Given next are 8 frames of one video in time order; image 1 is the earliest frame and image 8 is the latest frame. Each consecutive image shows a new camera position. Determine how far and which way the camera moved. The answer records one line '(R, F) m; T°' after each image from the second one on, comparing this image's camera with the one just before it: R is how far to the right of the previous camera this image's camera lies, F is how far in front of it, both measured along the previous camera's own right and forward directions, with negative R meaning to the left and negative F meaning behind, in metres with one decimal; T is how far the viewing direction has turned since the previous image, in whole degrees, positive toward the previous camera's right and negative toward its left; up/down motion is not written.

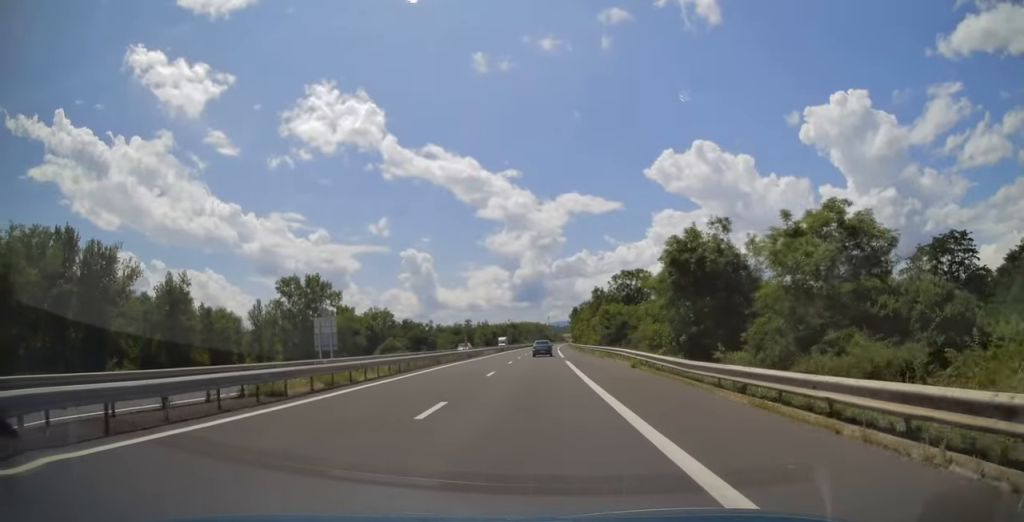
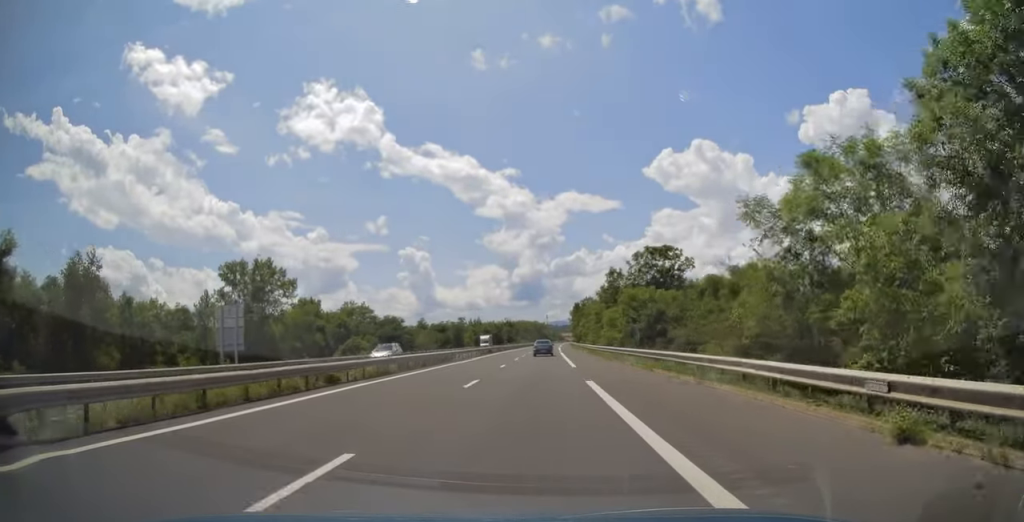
(-0.2, +20.1) m; 0°
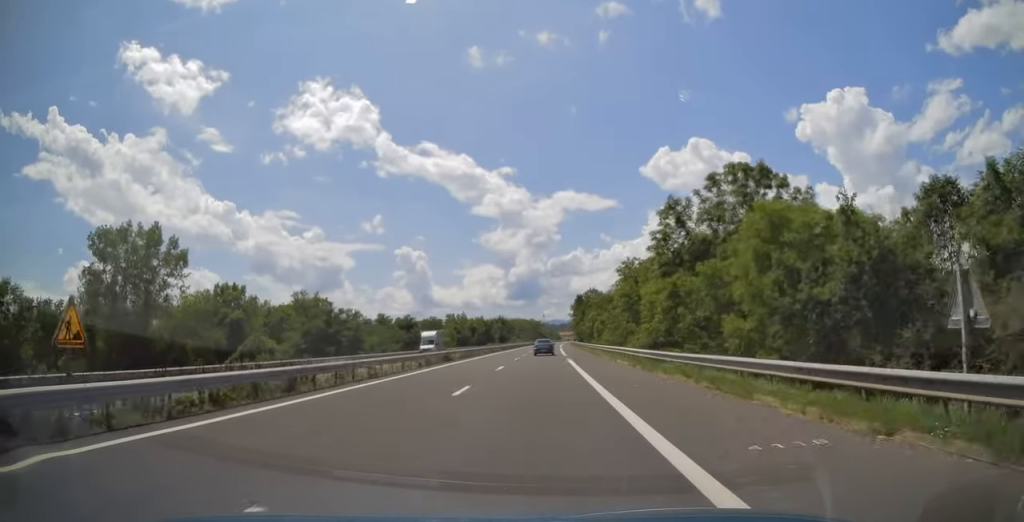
(+0.1, +29.3) m; +1°
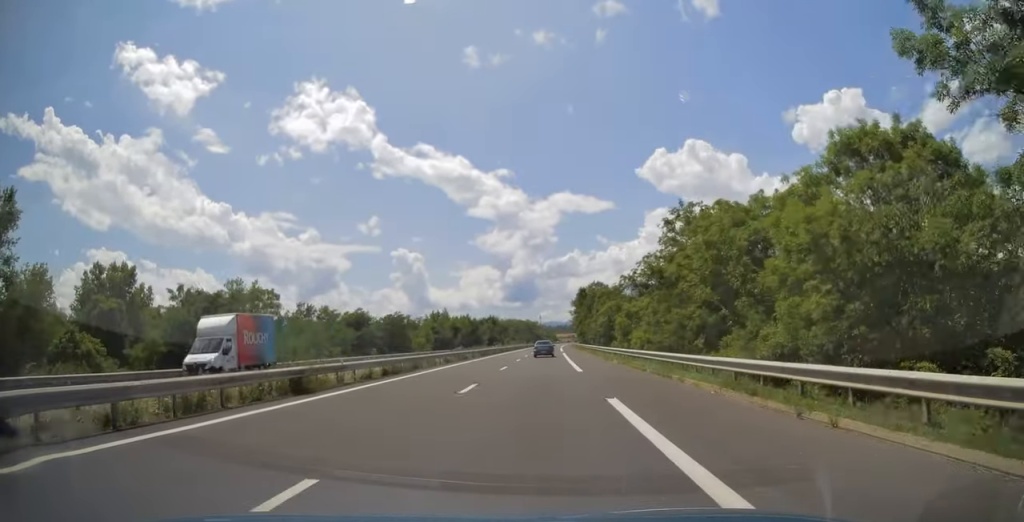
(+0.4, +25.7) m; 0°
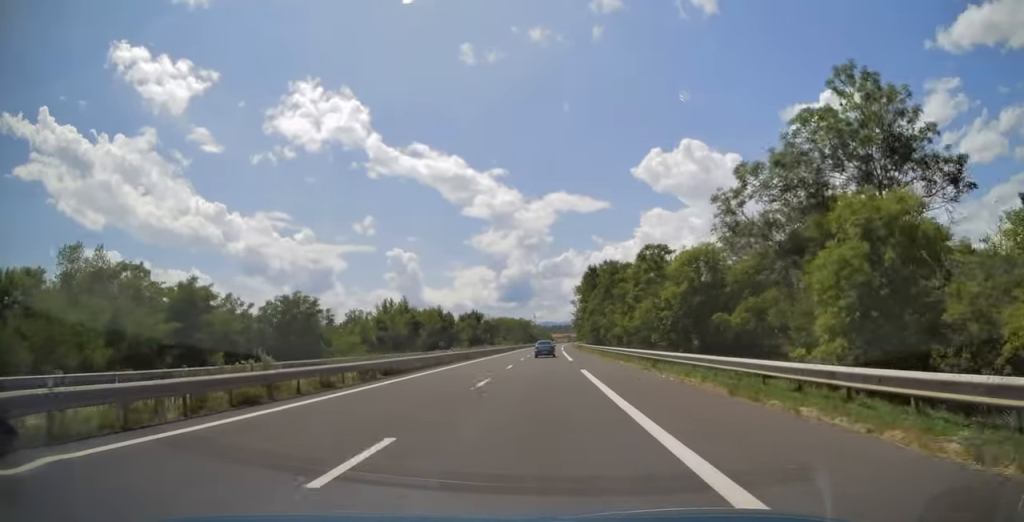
(-0.4, +37.6) m; 0°
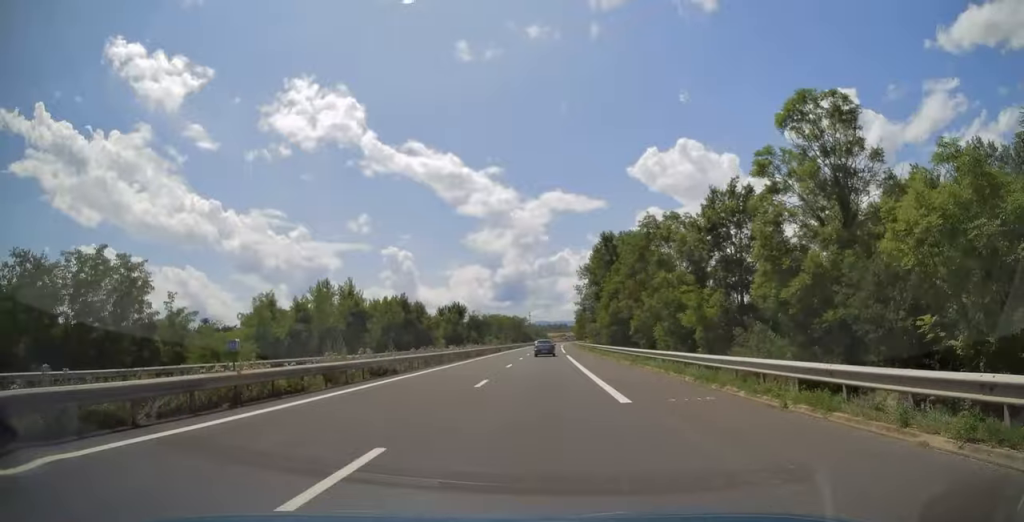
(+0.1, +27.8) m; +1°
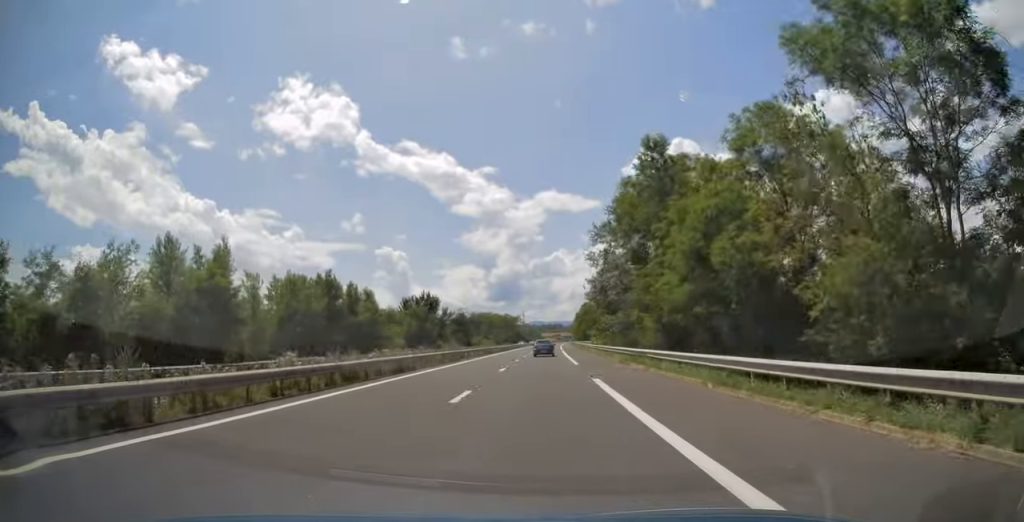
(+0.3, +31.4) m; +1°
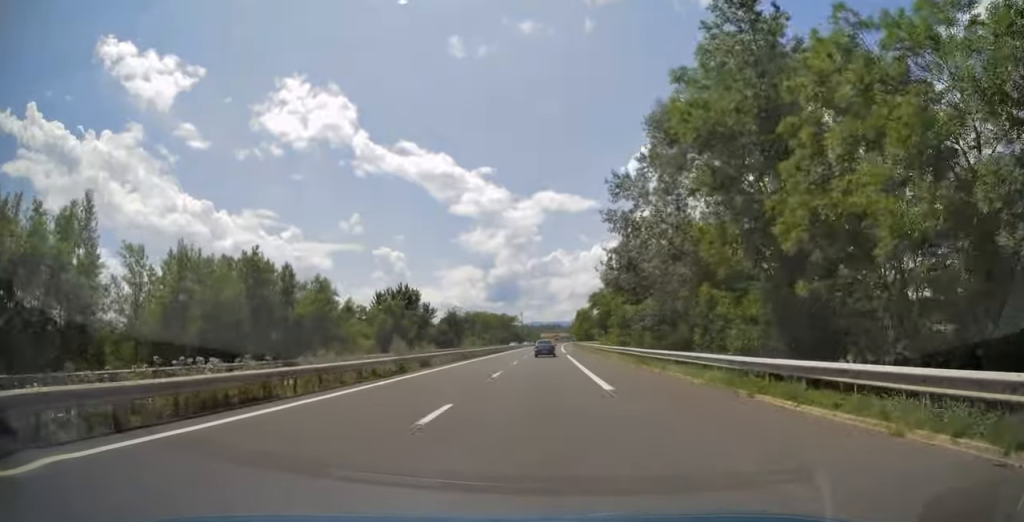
(0.0, +17.0) m; 0°
